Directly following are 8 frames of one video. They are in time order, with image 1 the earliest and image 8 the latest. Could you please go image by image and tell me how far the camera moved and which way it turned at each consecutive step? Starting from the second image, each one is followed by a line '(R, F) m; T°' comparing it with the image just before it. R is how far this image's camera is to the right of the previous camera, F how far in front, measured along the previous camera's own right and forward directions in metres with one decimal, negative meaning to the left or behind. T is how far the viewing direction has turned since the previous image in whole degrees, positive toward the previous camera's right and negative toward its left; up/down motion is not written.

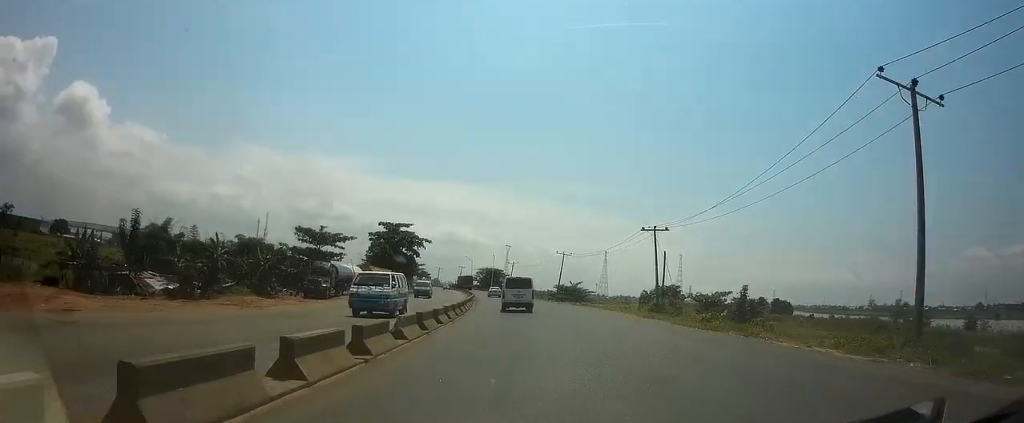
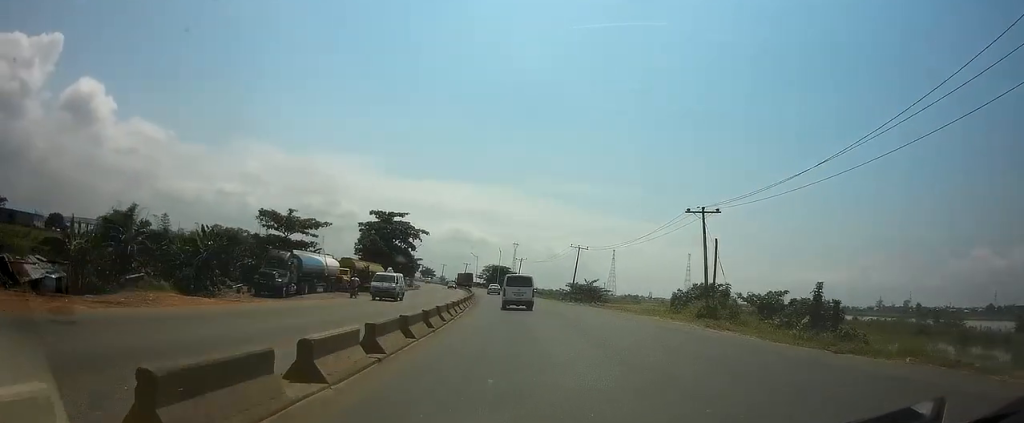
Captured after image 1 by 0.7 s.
(-0.1, +12.4) m; -1°
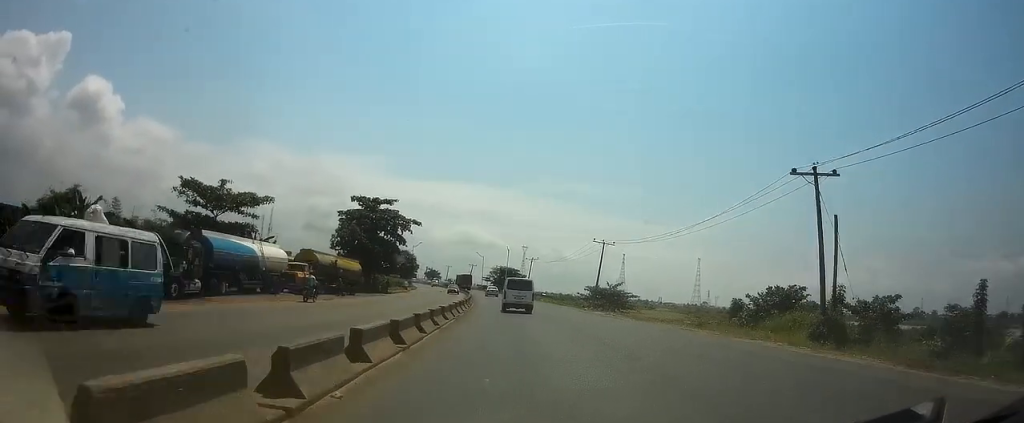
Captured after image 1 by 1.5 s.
(-0.2, +15.4) m; 0°
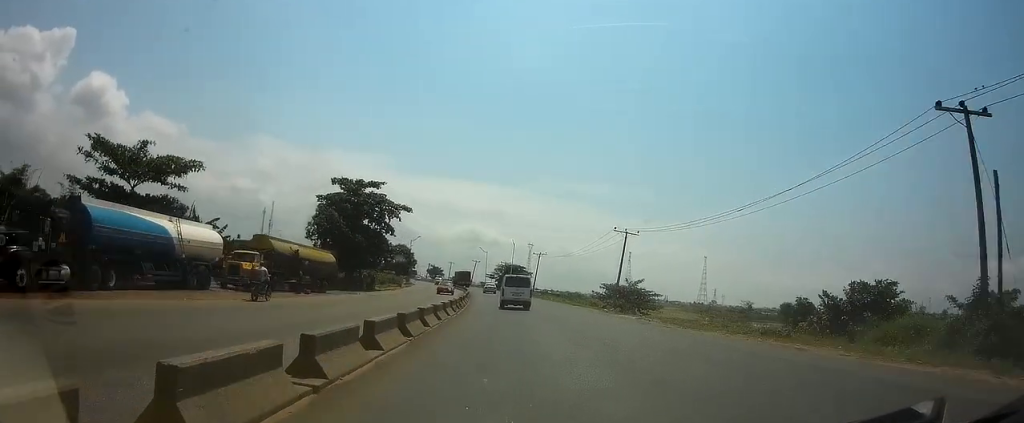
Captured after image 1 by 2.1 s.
(+0.1, +11.1) m; 0°
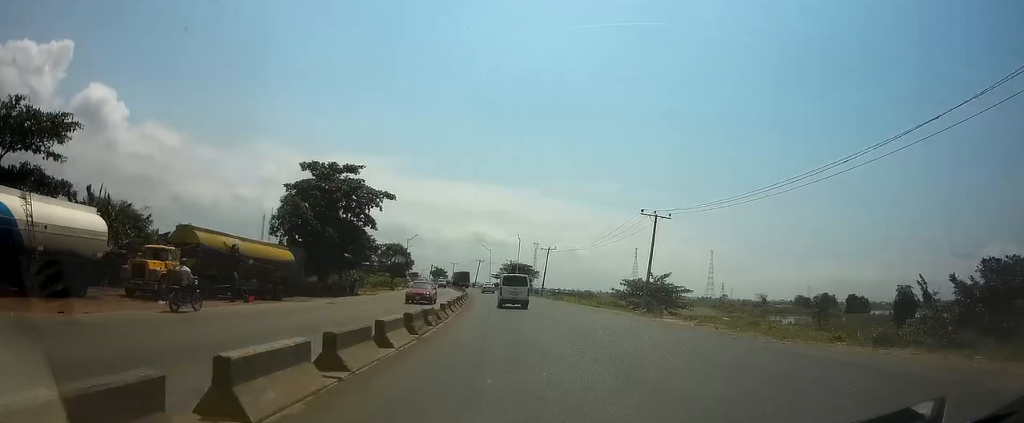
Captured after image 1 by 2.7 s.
(0.0, +11.1) m; -1°
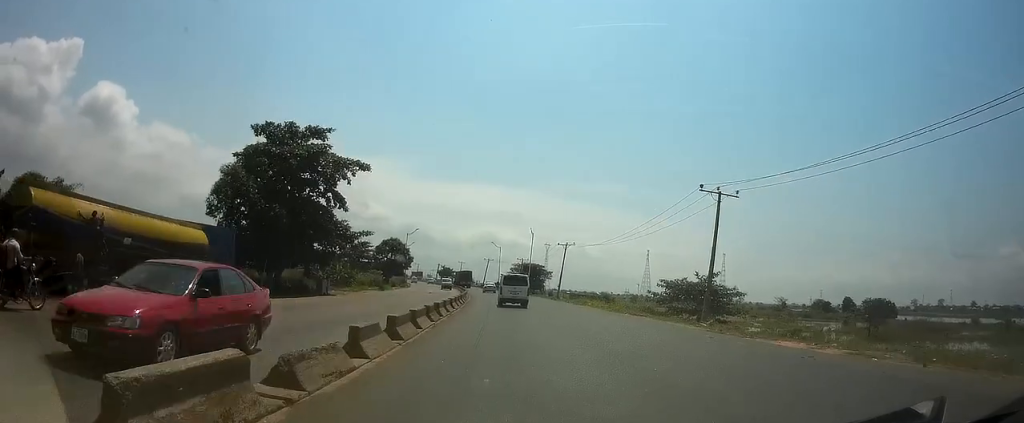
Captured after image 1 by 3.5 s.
(-0.1, +14.1) m; -1°
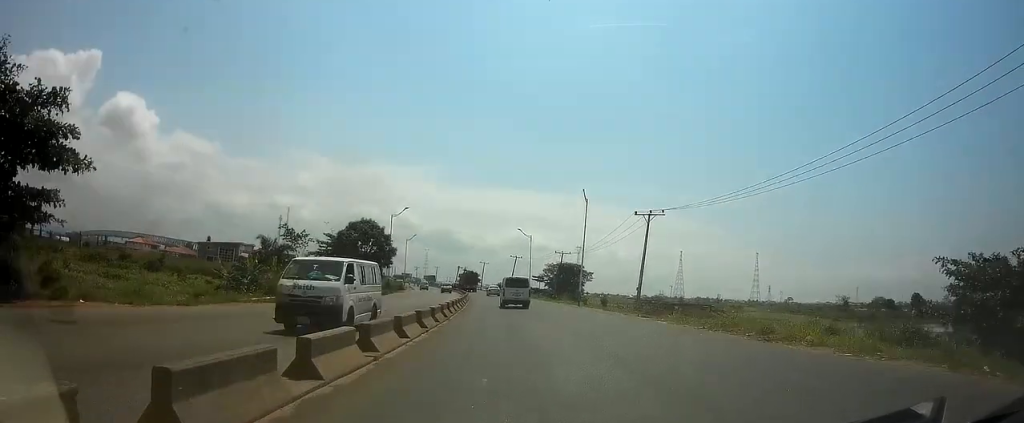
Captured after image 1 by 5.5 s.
(-1.0, +37.7) m; -3°
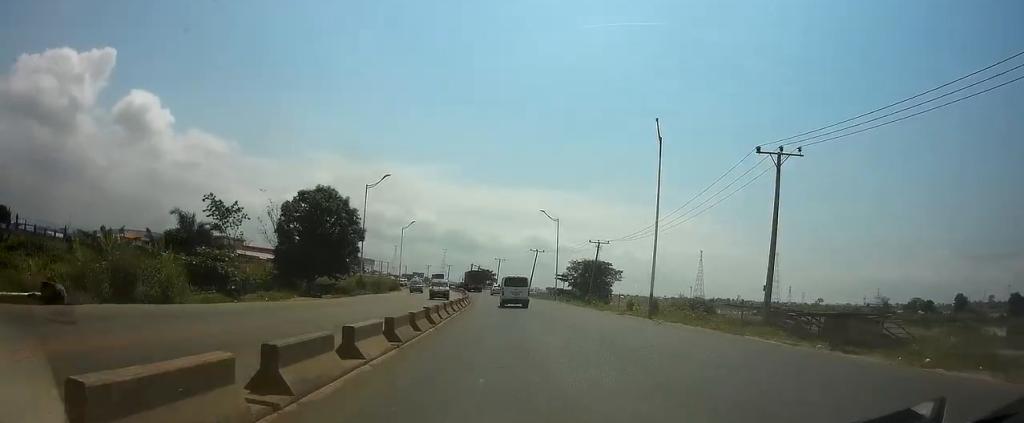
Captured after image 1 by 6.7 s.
(-0.6, +22.1) m; -2°
